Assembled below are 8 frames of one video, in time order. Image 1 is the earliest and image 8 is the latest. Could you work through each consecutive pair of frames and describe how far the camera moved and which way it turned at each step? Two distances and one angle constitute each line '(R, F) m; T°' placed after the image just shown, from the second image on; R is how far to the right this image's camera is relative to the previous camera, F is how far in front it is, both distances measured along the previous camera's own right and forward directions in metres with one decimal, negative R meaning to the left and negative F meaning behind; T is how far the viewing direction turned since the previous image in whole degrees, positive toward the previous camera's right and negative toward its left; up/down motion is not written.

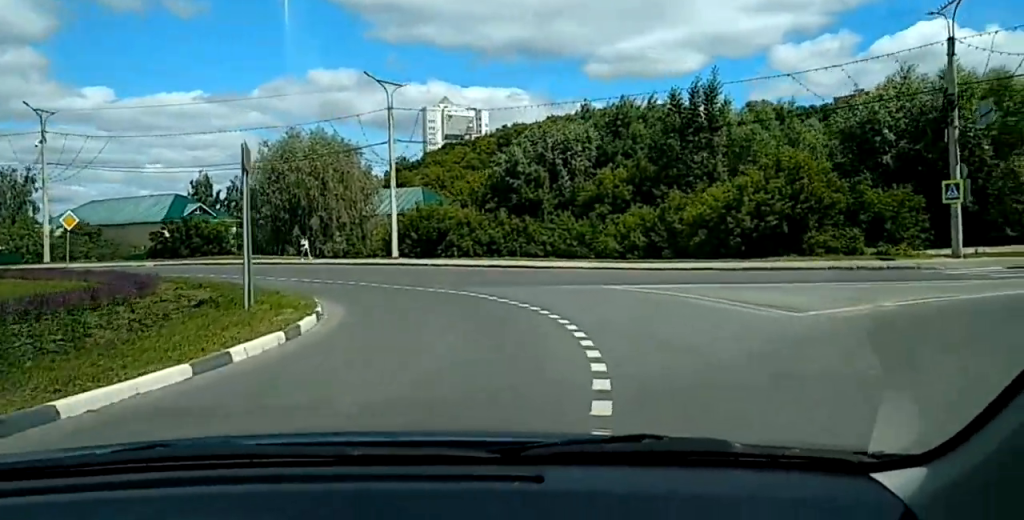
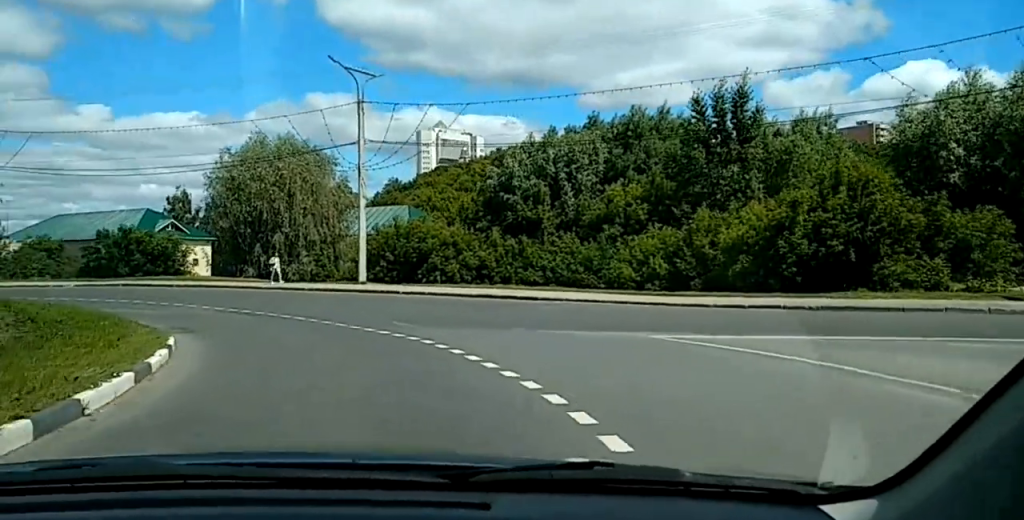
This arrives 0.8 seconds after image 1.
(0.0, +7.4) m; -4°
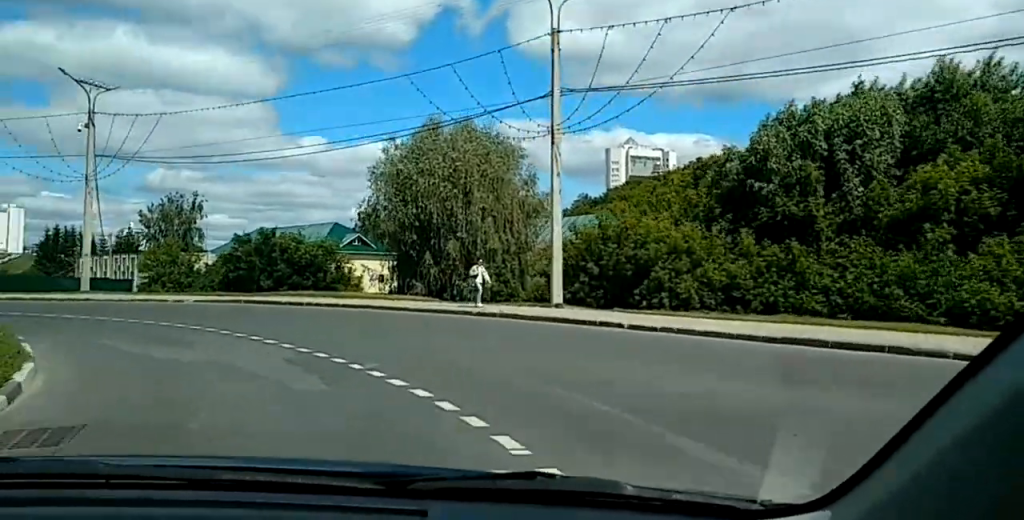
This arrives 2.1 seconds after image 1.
(-1.5, +13.1) m; -13°
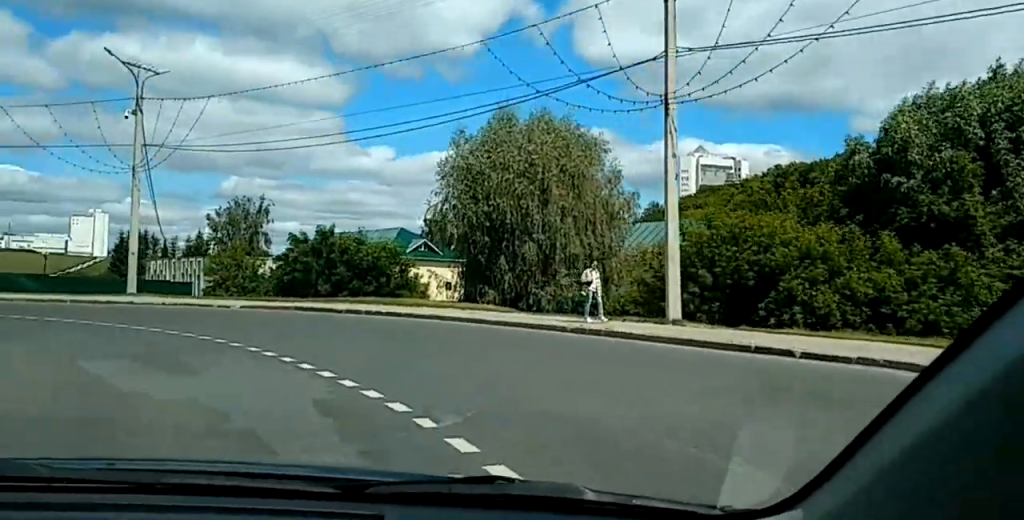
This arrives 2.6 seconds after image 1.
(-0.1, +5.0) m; -5°
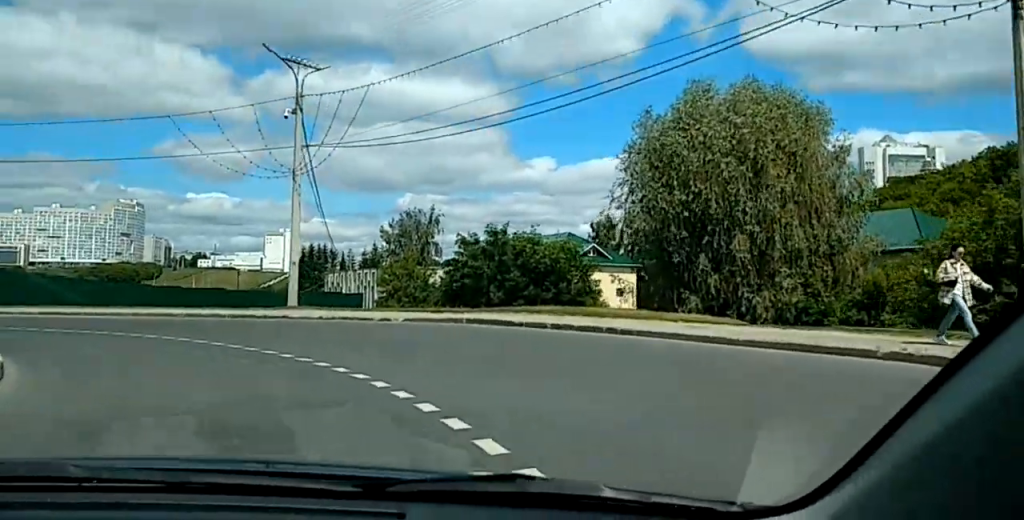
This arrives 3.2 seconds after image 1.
(-0.4, +6.4) m; -10°
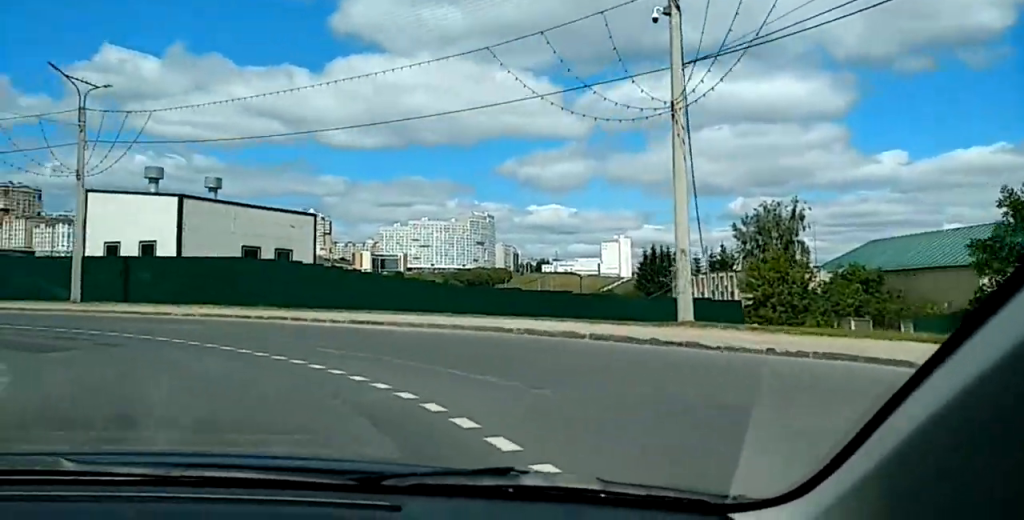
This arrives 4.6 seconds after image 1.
(-2.9, +14.1) m; -30°
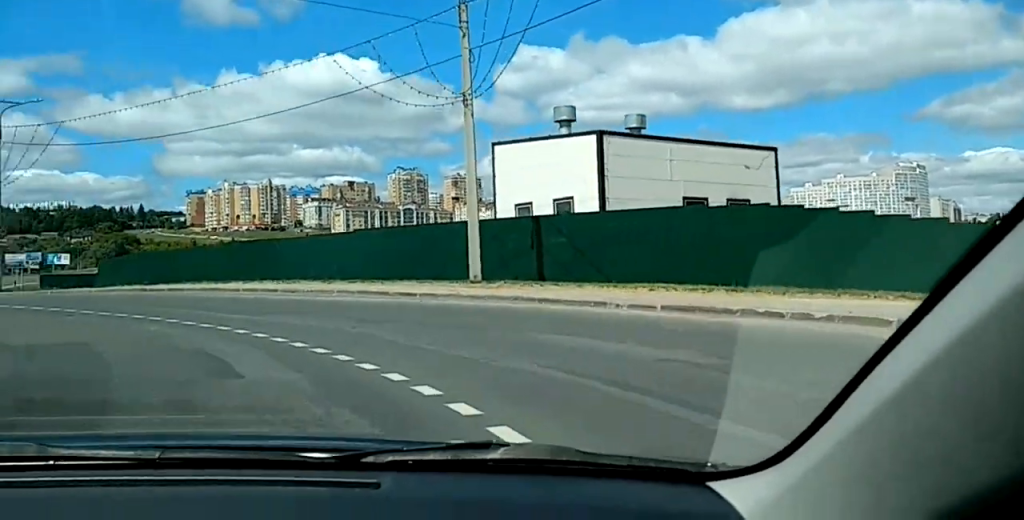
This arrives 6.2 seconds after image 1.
(-5.6, +18.1) m; -30°
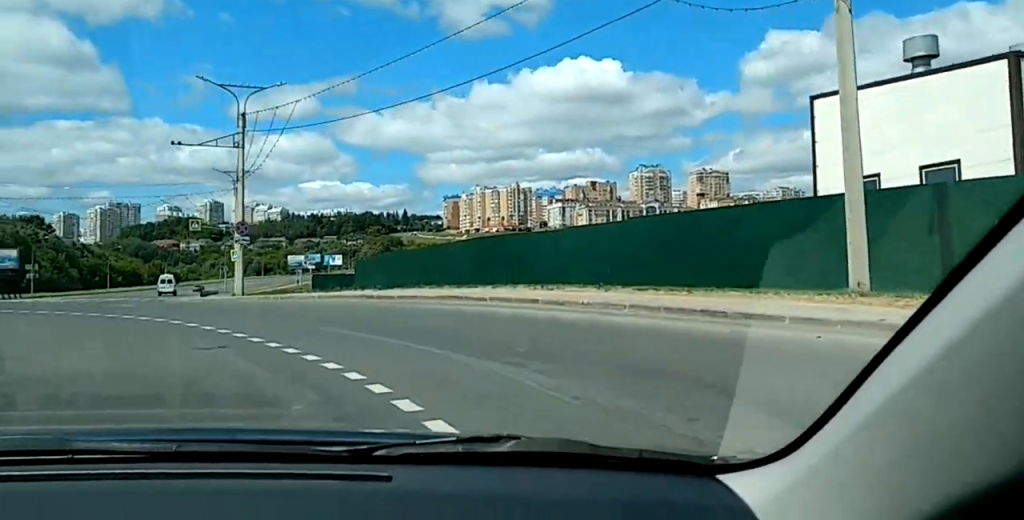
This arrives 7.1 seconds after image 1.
(-1.5, +10.6) m; -15°
